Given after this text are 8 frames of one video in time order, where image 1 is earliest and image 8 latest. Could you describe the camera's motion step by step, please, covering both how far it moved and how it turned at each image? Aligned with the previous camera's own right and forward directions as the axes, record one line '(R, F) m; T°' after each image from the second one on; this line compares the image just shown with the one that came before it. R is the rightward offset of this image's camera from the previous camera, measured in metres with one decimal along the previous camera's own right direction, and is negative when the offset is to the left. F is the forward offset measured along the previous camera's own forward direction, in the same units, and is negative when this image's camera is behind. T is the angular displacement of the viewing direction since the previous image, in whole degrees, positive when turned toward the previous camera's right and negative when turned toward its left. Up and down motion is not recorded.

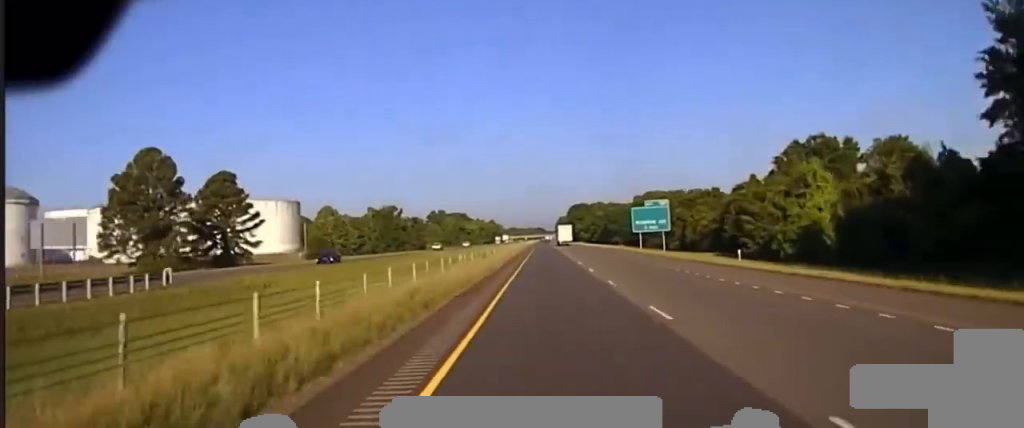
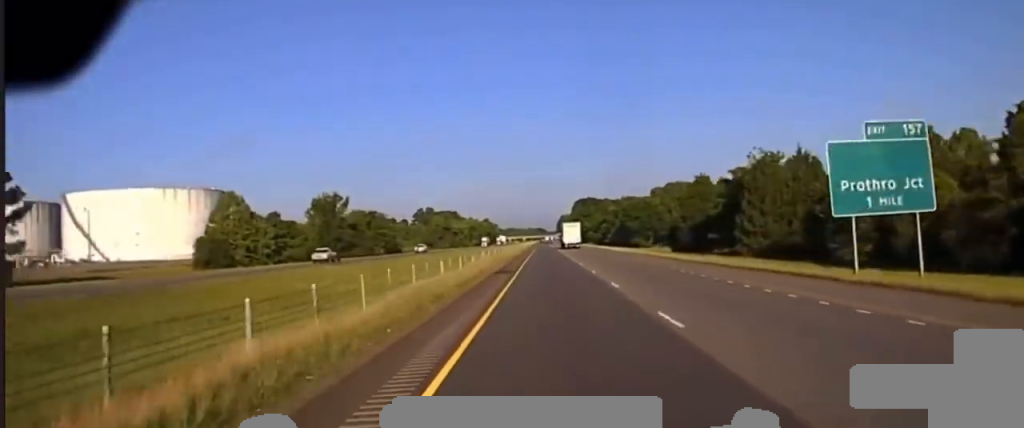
(-0.3, +71.2) m; 0°
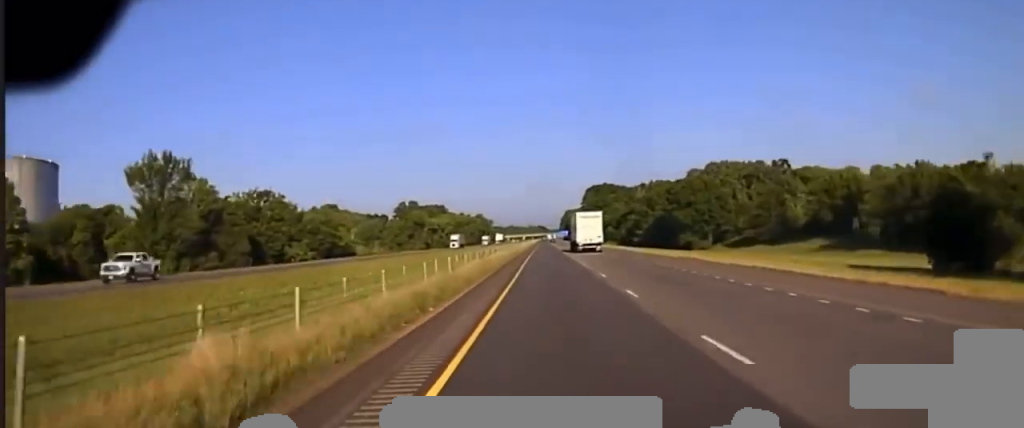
(+0.4, +92.2) m; 0°
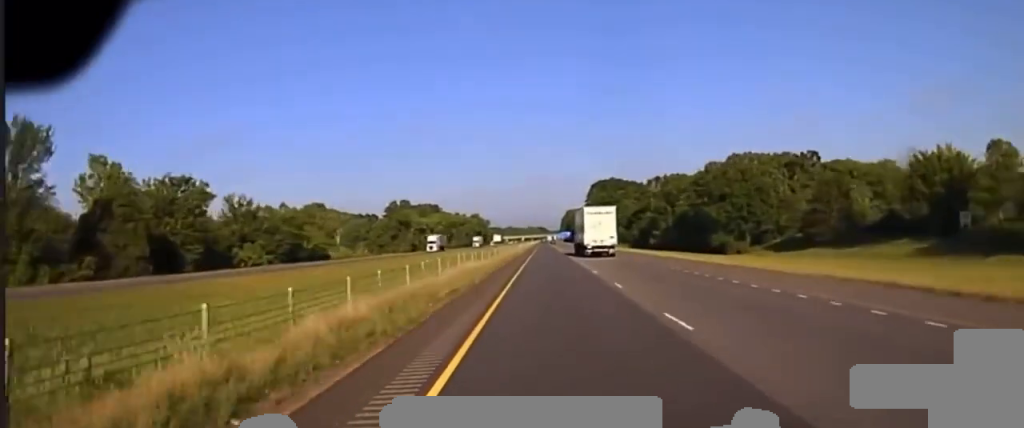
(+0.2, +34.8) m; 0°
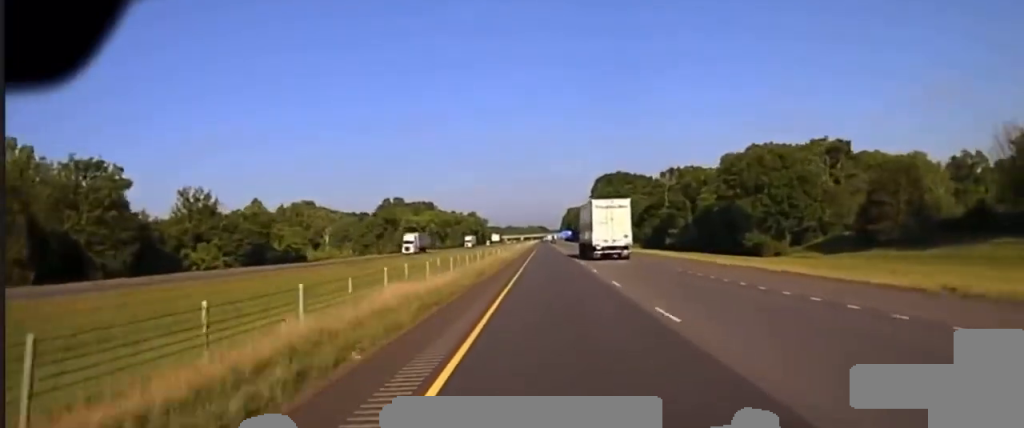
(-0.1, +26.1) m; 0°
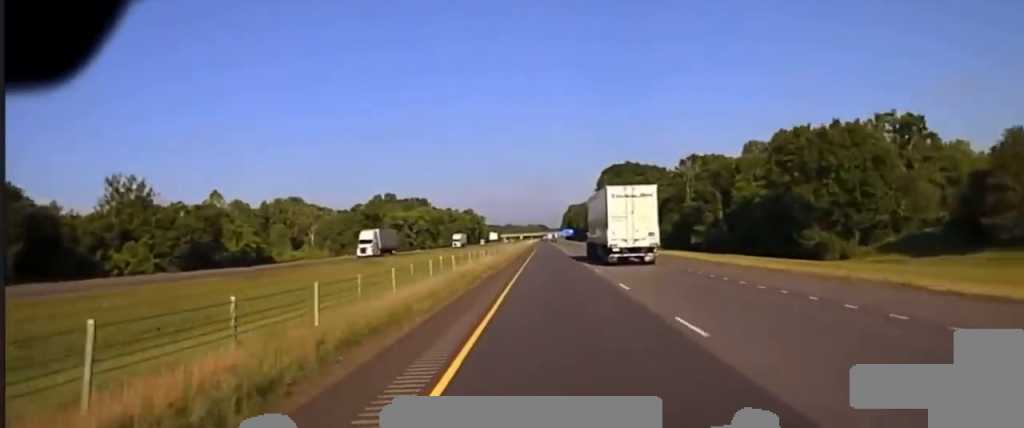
(-0.1, +30.6) m; 0°
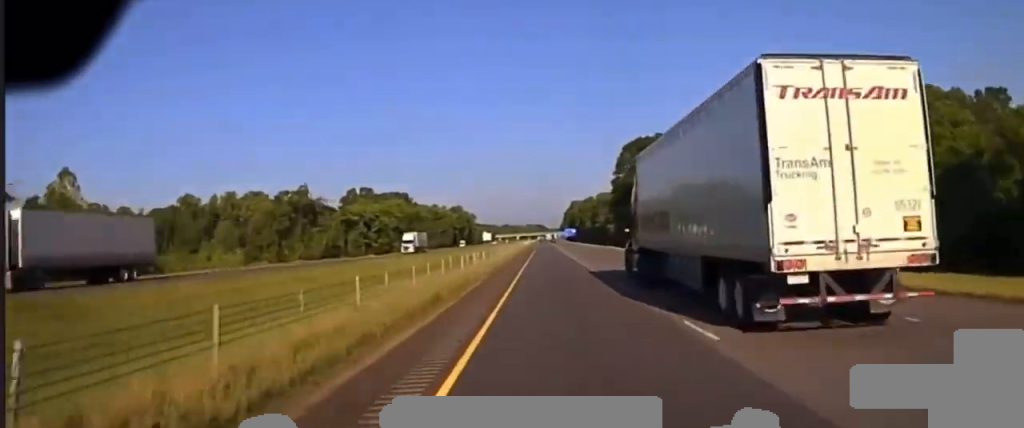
(0.0, +63.5) m; 0°
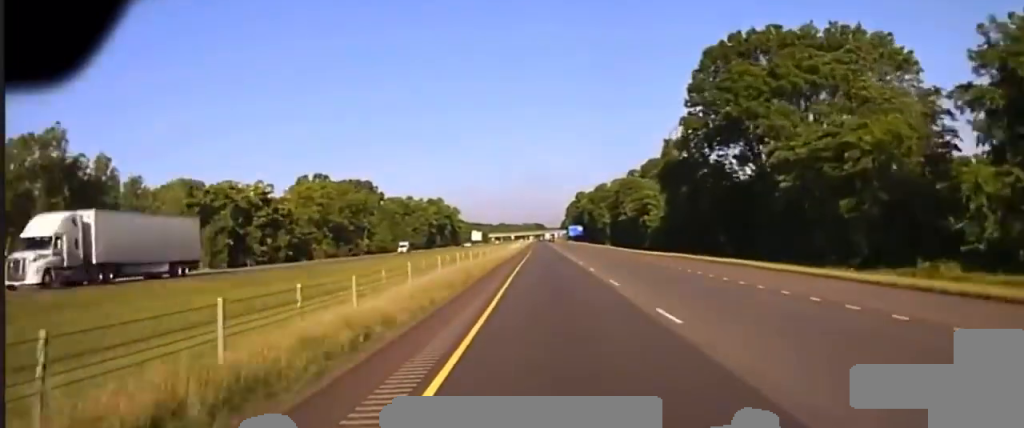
(+0.4, +73.8) m; 0°
